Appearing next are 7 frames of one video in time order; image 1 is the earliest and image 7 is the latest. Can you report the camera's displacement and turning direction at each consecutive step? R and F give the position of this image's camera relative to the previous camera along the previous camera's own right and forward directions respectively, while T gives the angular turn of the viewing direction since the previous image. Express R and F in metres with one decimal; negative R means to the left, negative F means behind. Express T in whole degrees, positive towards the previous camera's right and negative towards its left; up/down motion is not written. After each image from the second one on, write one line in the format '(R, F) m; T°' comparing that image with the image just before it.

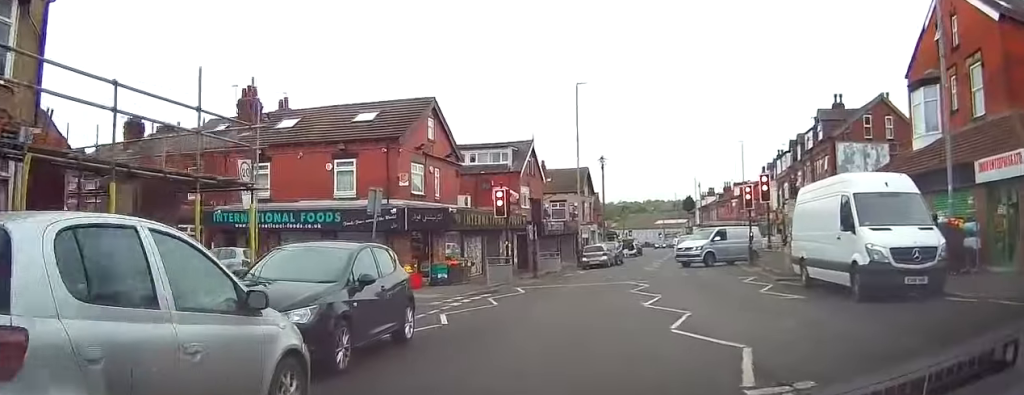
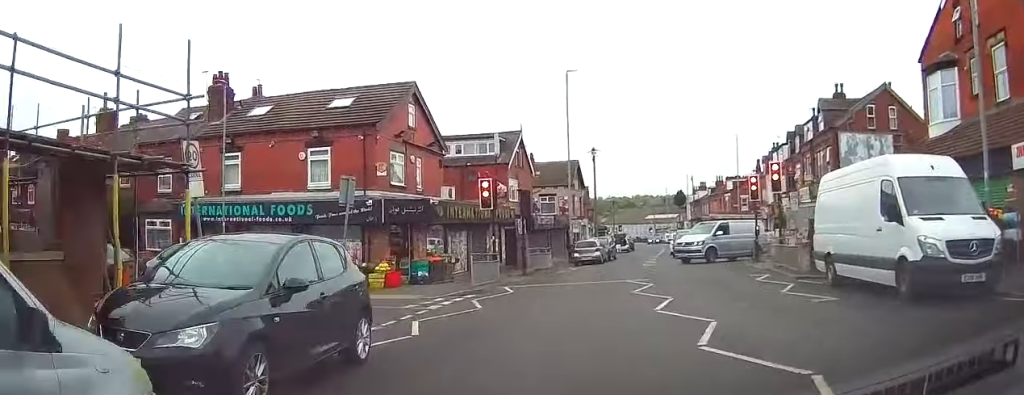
(+0.1, +2.2) m; +2°
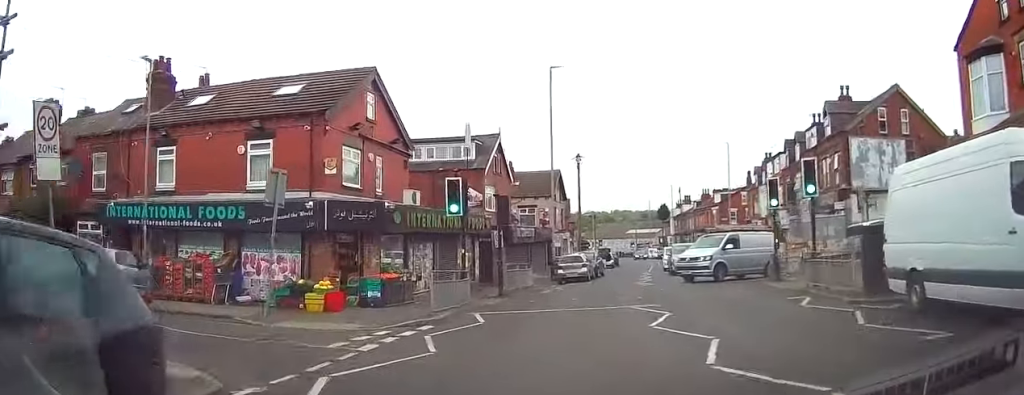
(+0.2, +4.3) m; 0°
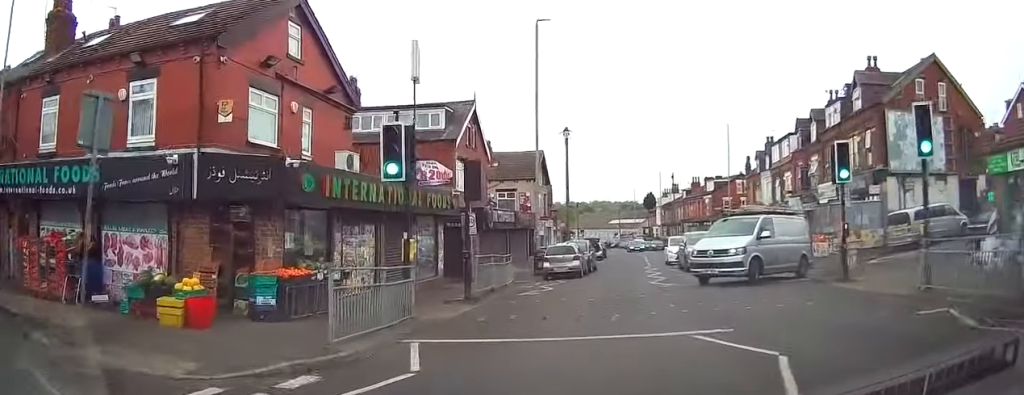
(-0.5, +6.0) m; -5°
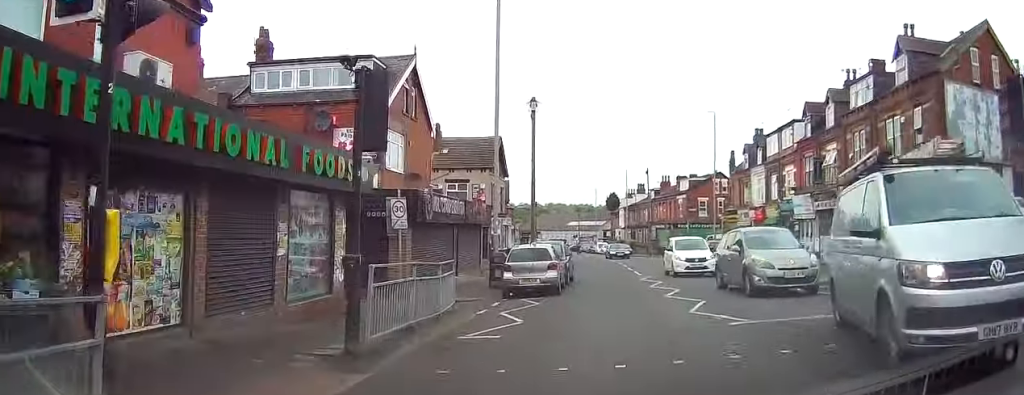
(+0.5, +8.0) m; +11°
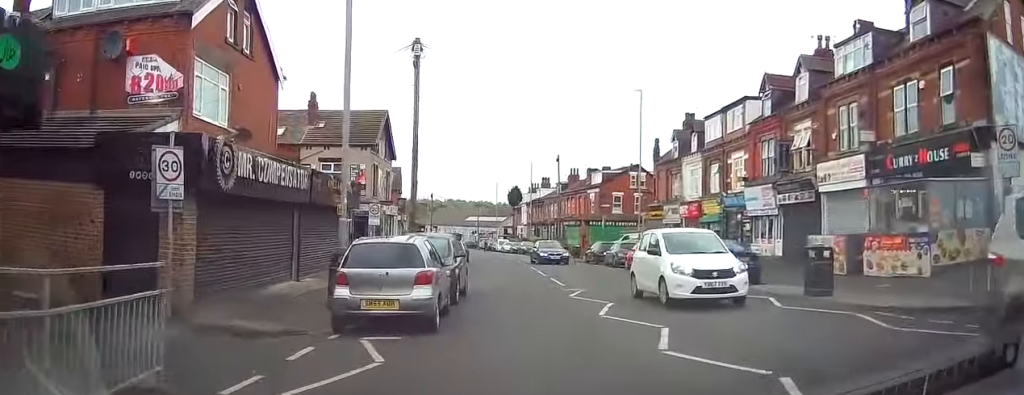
(+0.4, +9.8) m; +4°
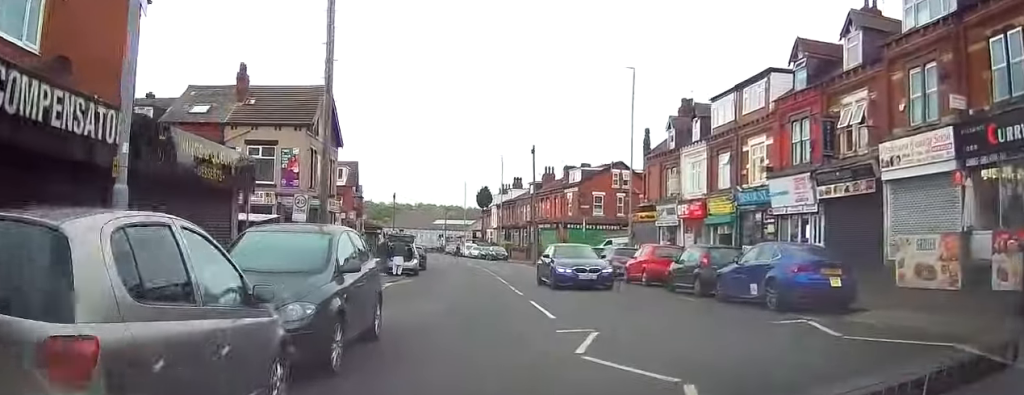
(+0.2, +8.7) m; +1°
